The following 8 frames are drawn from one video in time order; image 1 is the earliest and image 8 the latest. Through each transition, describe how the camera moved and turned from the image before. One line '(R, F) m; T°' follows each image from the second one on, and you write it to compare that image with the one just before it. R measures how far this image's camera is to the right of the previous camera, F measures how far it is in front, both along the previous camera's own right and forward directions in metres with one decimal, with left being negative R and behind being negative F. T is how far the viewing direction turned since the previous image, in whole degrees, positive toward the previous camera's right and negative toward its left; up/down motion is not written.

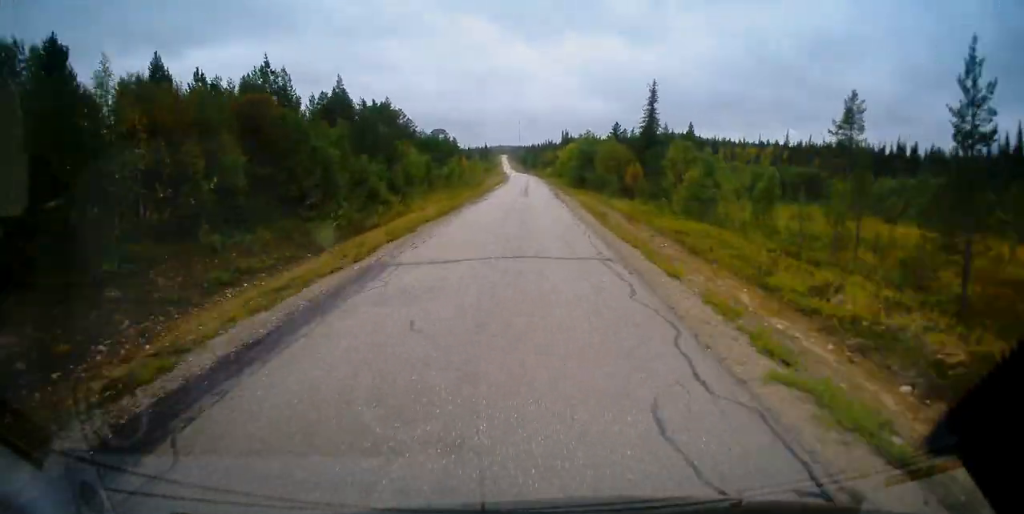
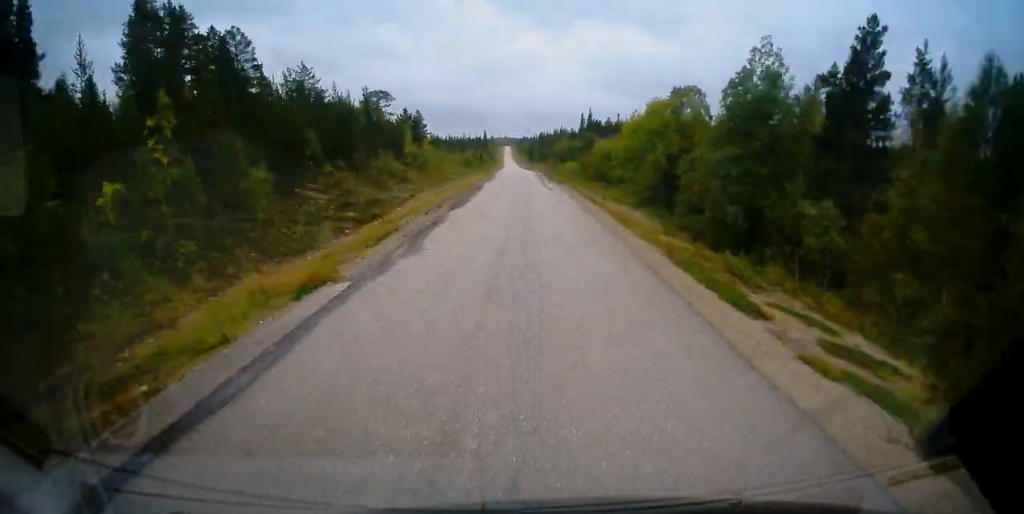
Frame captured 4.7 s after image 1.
(-0.9, +72.3) m; -1°
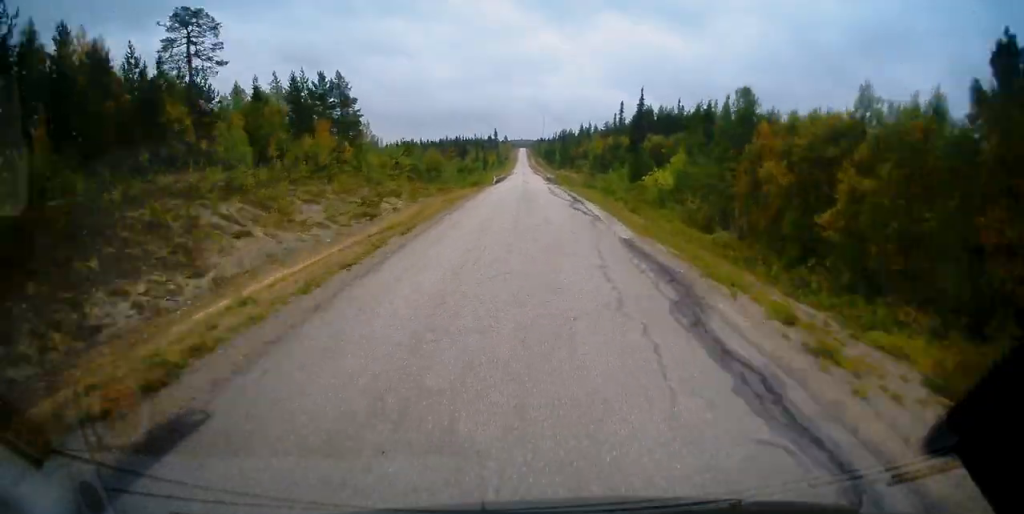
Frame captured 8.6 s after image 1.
(-0.2, +60.7) m; -1°
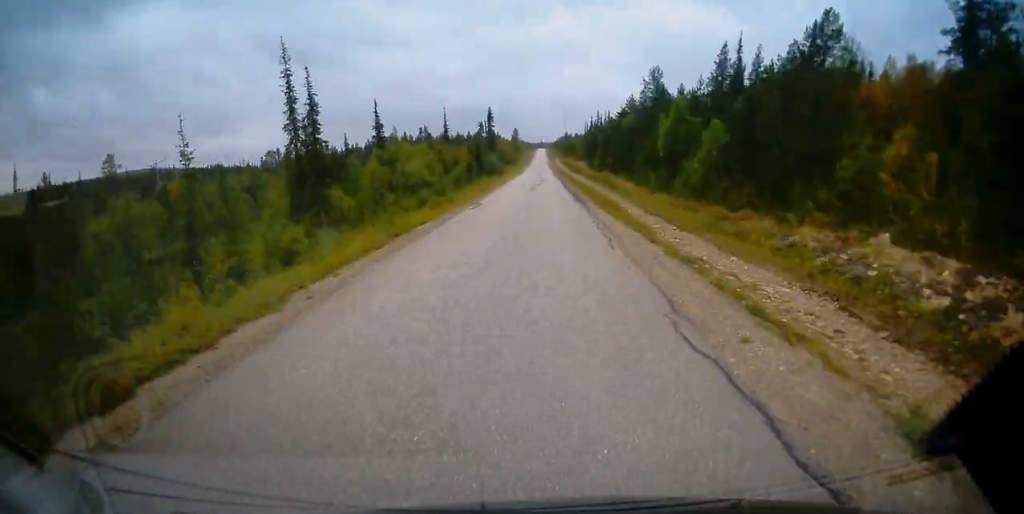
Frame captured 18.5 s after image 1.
(-1.2, +152.9) m; 0°
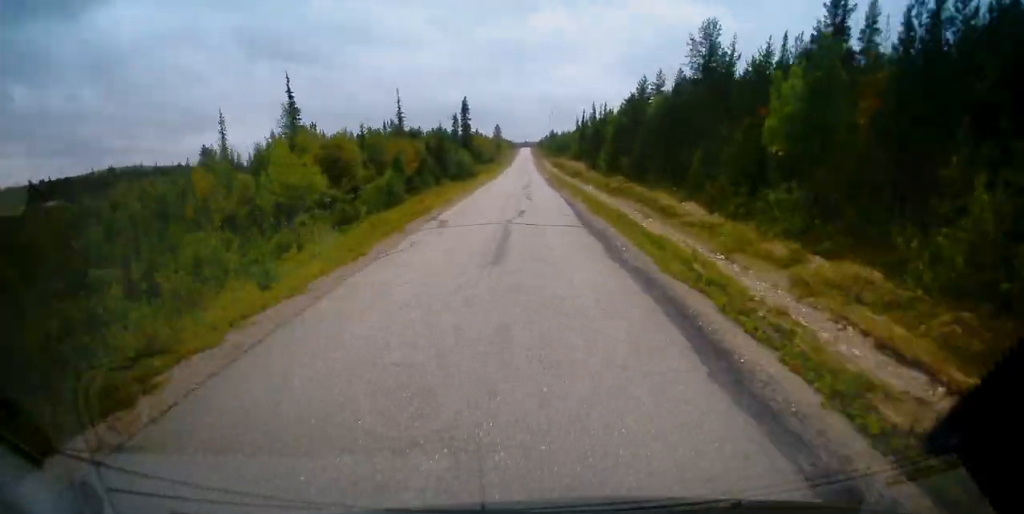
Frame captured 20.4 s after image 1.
(0.0, +29.8) m; 0°
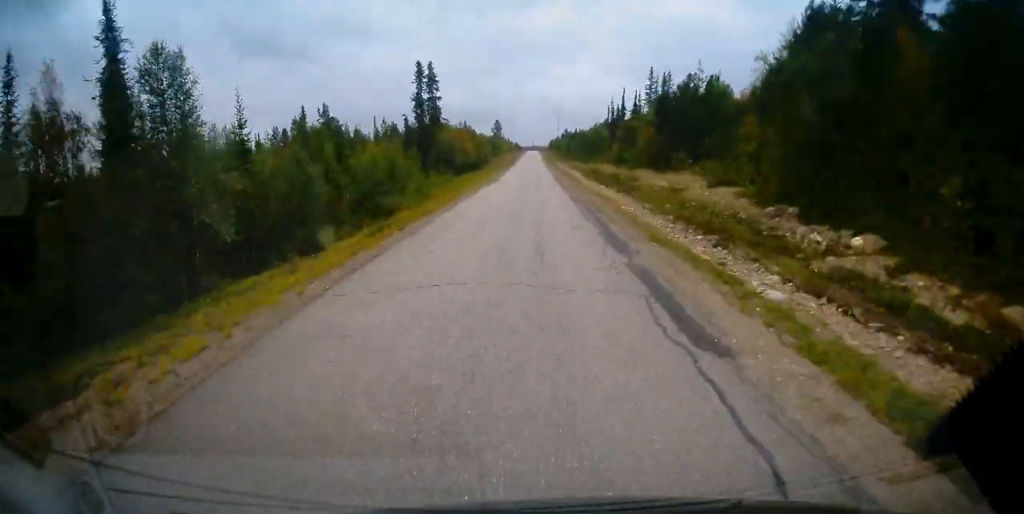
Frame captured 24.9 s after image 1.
(-0.1, +69.2) m; 0°
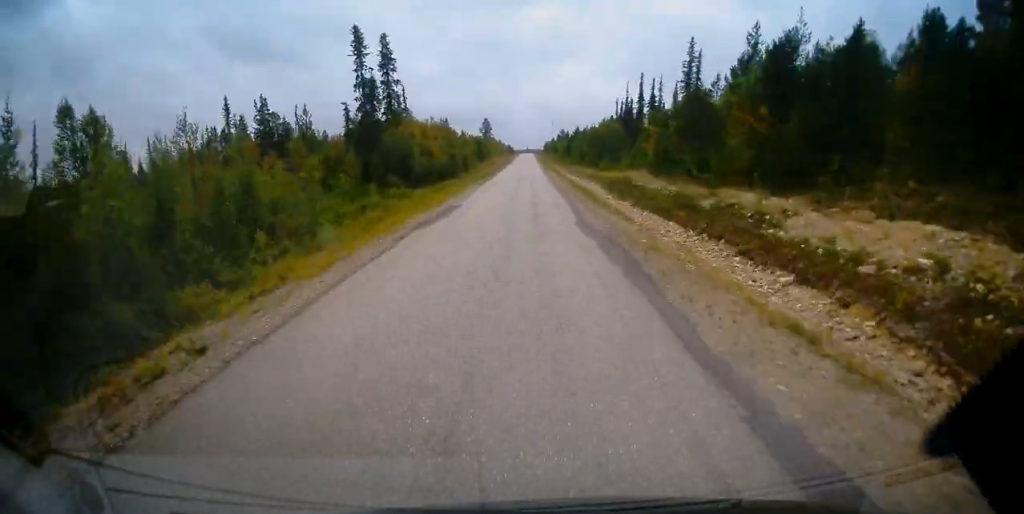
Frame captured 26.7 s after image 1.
(0.0, +27.6) m; 0°
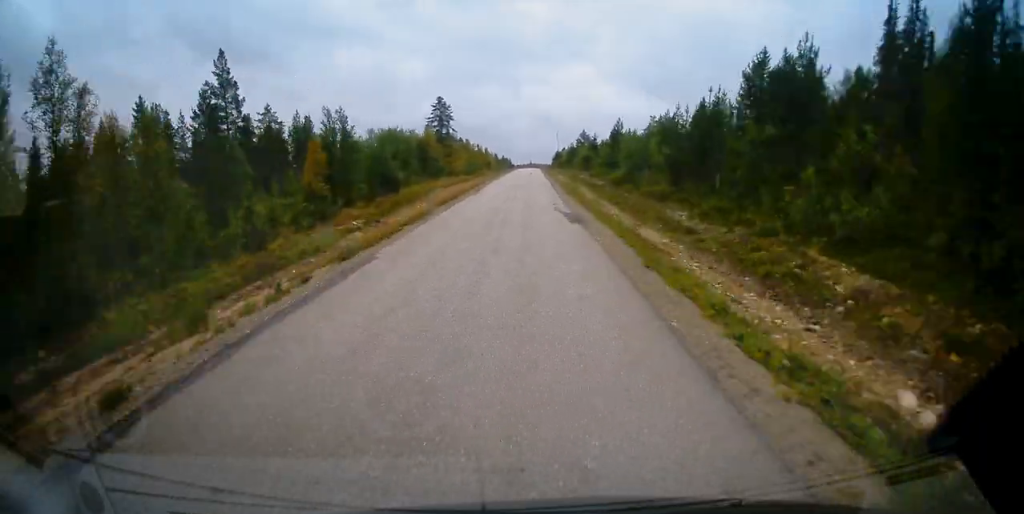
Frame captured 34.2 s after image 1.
(+0.3, +115.1) m; 0°
